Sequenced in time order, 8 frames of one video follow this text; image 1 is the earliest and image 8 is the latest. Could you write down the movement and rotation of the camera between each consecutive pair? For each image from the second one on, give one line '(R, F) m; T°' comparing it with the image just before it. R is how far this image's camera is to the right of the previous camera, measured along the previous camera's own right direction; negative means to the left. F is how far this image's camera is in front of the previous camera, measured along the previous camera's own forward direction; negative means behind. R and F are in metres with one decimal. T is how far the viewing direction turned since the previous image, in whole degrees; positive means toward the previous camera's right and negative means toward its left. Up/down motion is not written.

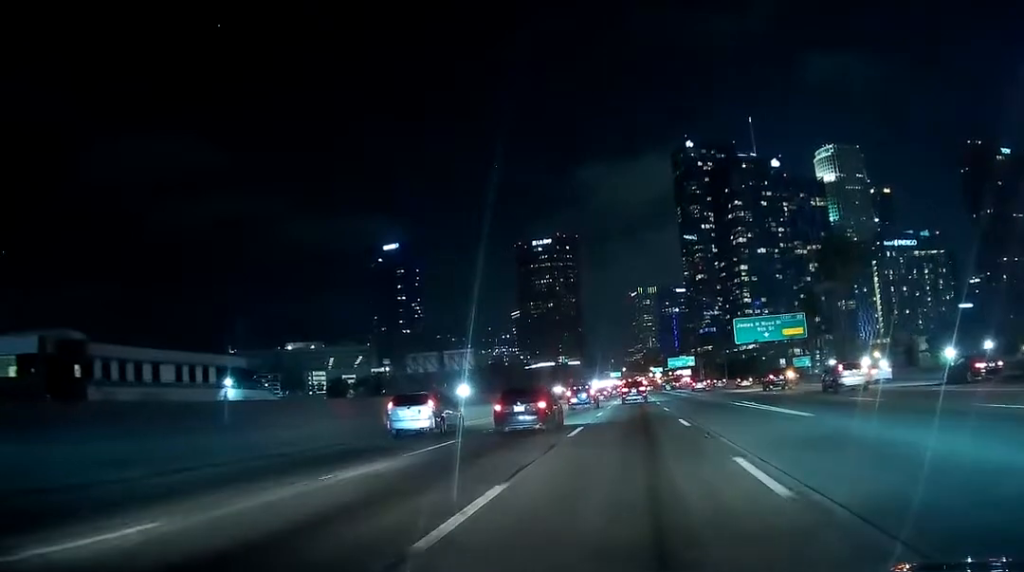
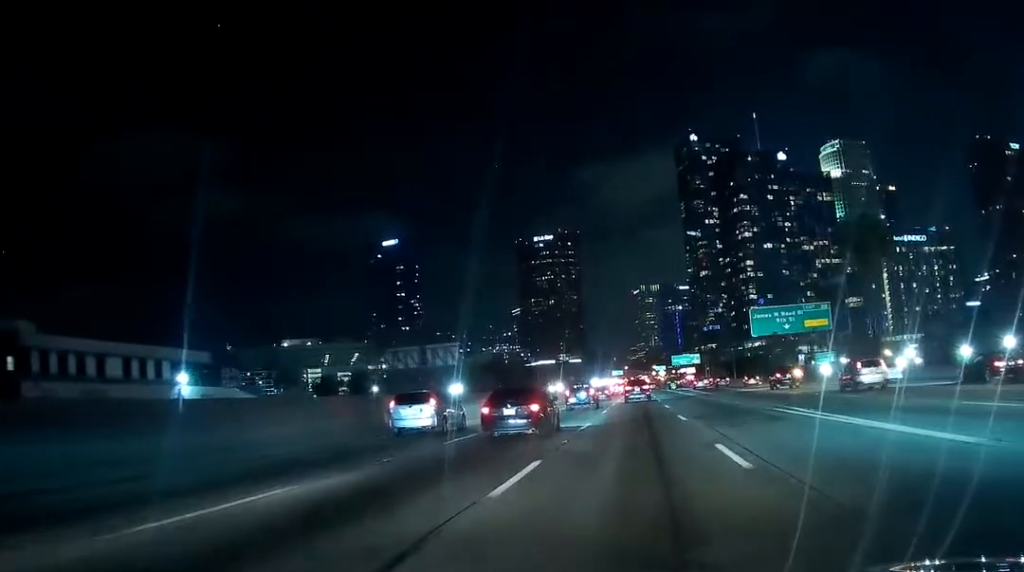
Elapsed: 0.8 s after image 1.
(+0.1, +11.5) m; 0°
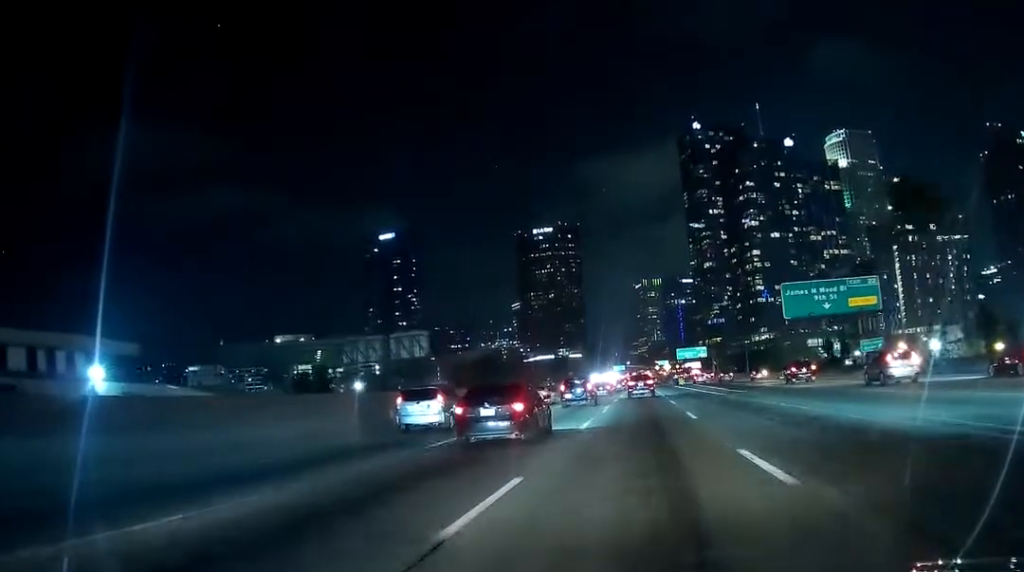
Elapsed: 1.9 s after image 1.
(-0.2, +17.0) m; -1°
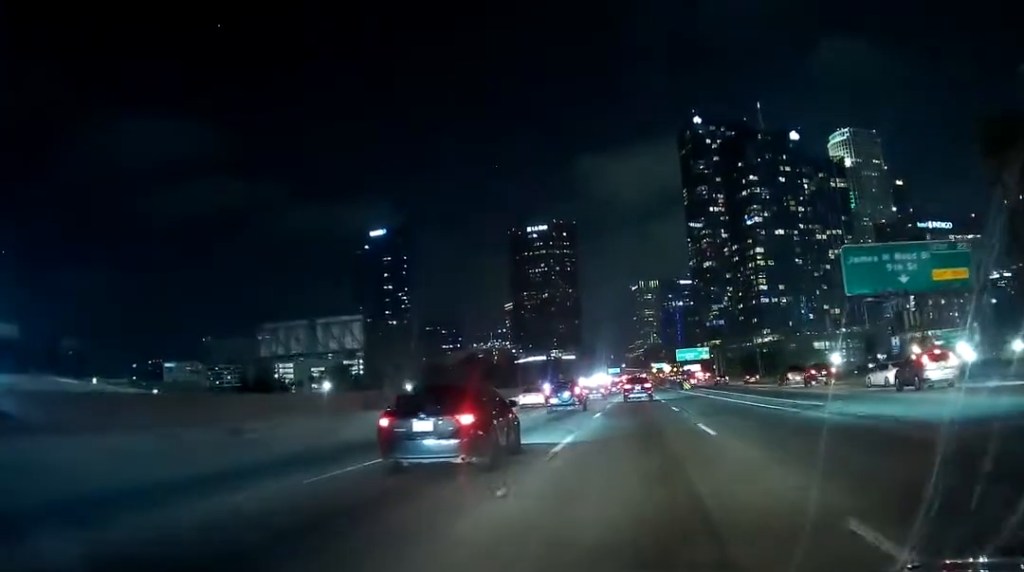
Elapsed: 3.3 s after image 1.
(+0.2, +20.5) m; +1°
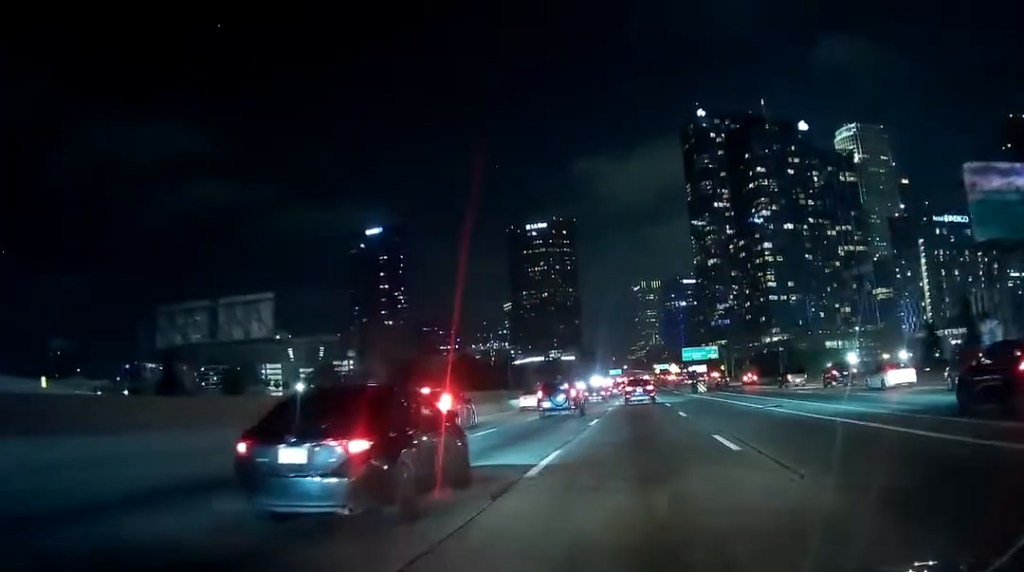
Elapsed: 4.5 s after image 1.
(+0.1, +18.2) m; +1°
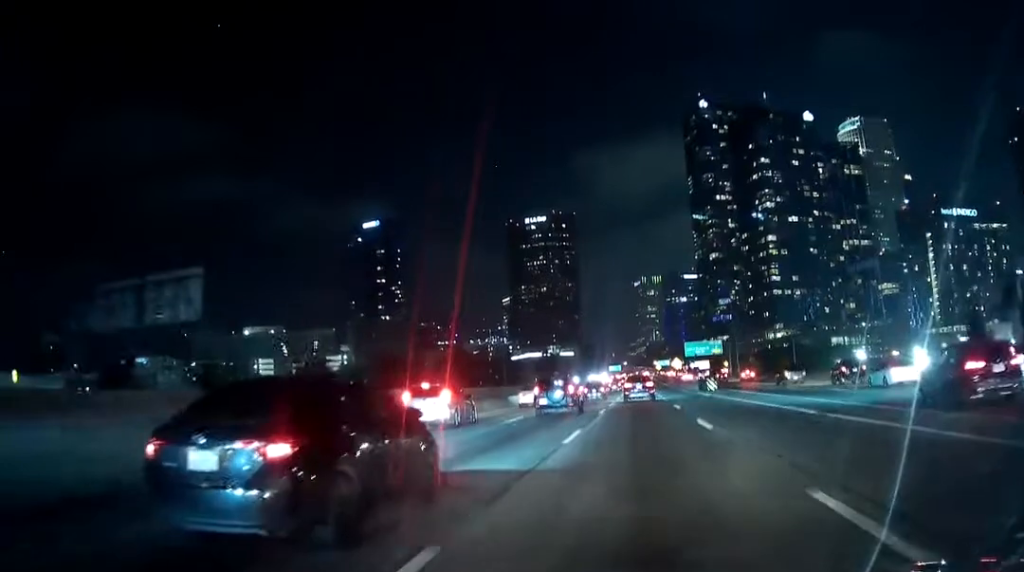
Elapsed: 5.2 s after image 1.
(+0.1, +9.7) m; +1°
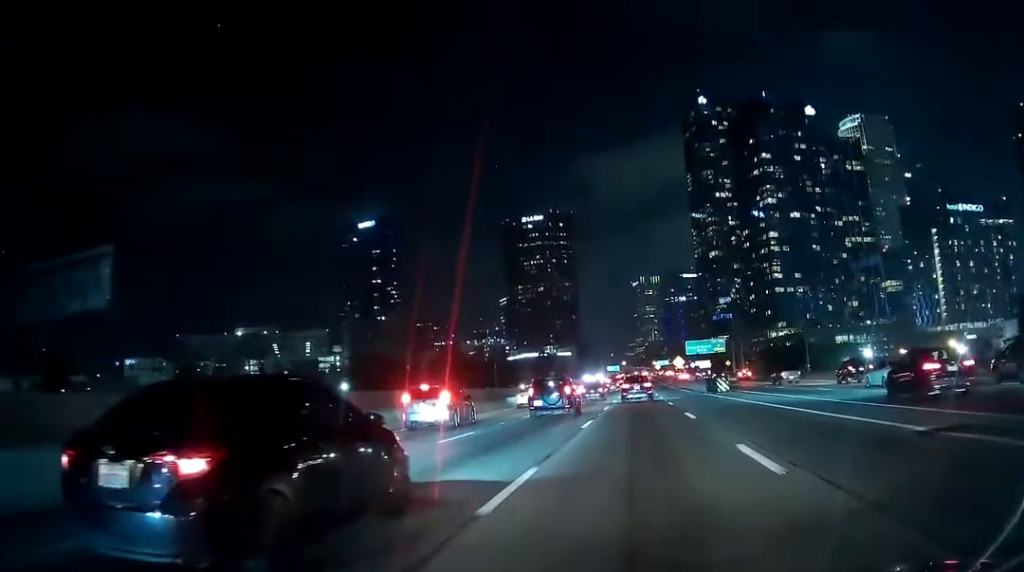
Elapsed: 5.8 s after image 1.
(+0.1, +8.6) m; +1°
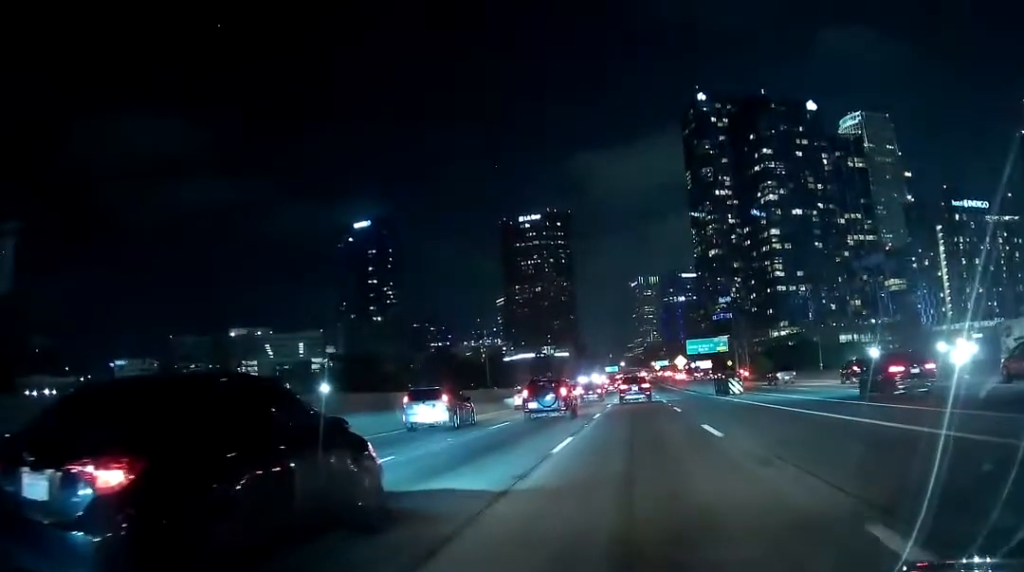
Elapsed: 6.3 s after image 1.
(0.0, +7.9) m; 0°
